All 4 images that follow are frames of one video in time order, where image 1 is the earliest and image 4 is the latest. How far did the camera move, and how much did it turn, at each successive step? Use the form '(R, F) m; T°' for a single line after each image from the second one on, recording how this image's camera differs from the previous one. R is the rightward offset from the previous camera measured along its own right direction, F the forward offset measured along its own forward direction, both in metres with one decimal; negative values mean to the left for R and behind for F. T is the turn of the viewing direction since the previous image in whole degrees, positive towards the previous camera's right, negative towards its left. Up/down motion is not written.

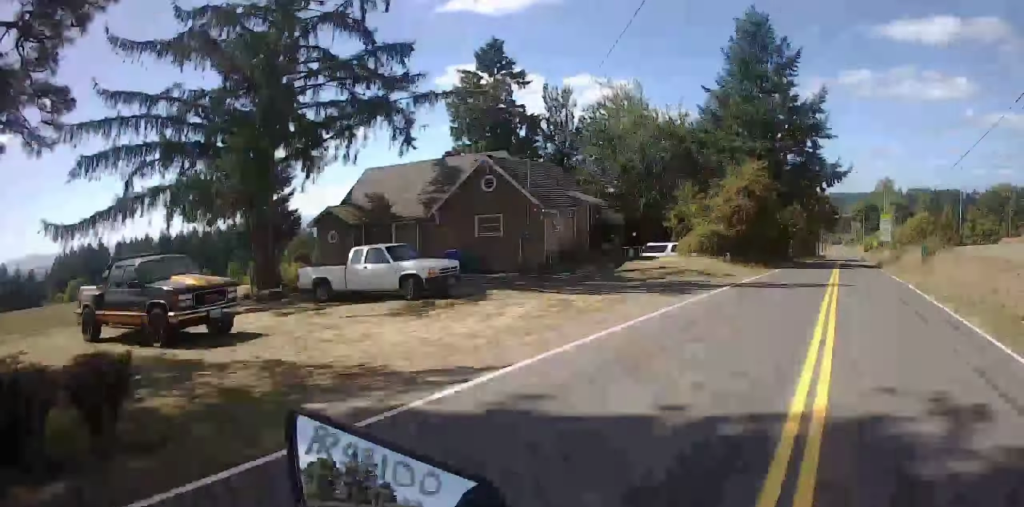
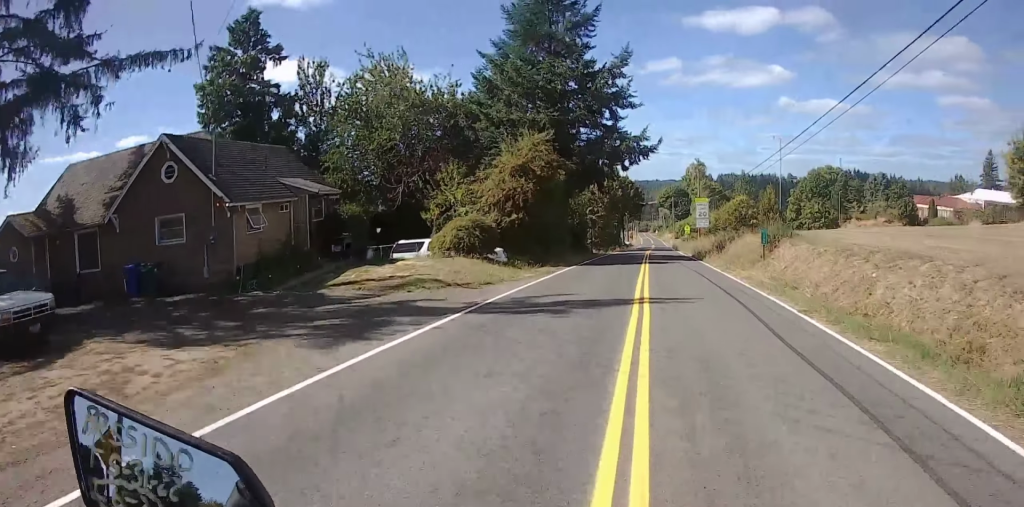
(+0.1, +8.4) m; -1°
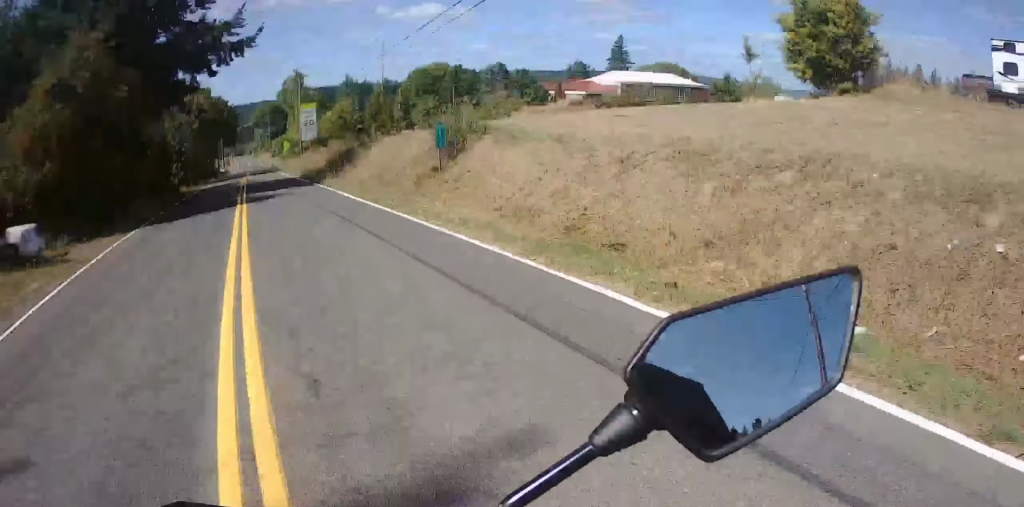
(-0.1, +11.8) m; -2°
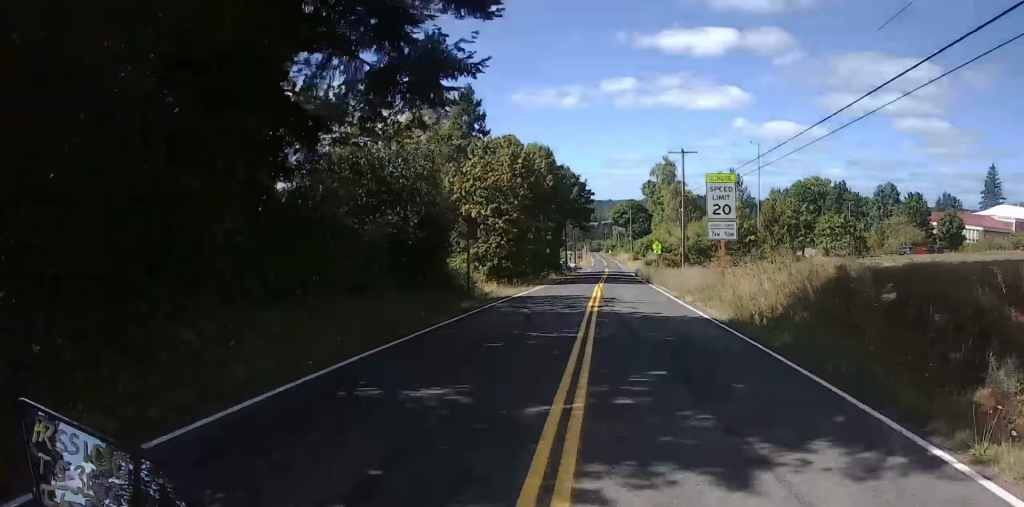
(-0.6, +19.8) m; 0°
